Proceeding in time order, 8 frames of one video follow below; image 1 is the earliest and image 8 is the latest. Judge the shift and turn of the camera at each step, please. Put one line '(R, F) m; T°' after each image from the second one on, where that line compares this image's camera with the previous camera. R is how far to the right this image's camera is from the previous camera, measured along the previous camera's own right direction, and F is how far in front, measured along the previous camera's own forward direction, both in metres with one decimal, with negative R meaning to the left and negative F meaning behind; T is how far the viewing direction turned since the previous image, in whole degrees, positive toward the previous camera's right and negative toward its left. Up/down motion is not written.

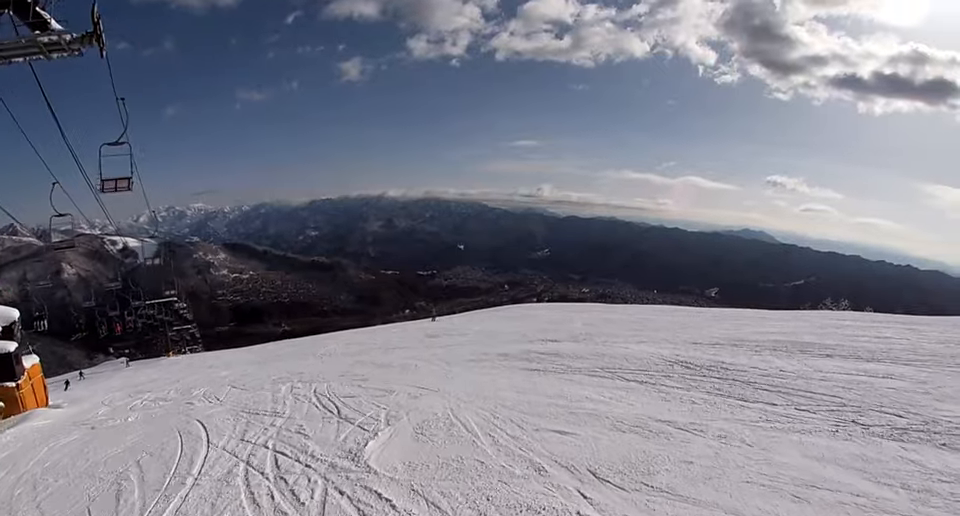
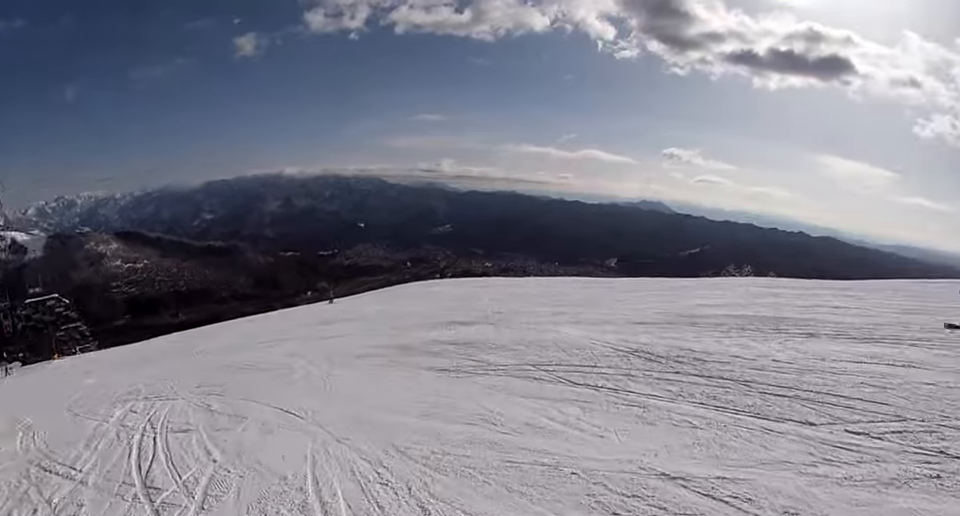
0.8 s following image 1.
(0.0, +3.7) m; -6°
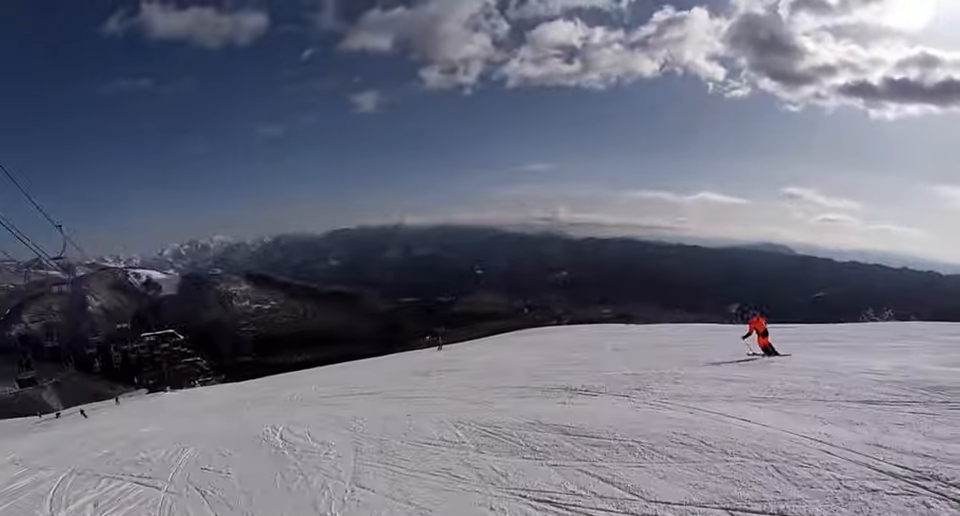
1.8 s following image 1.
(-0.4, +4.7) m; -20°
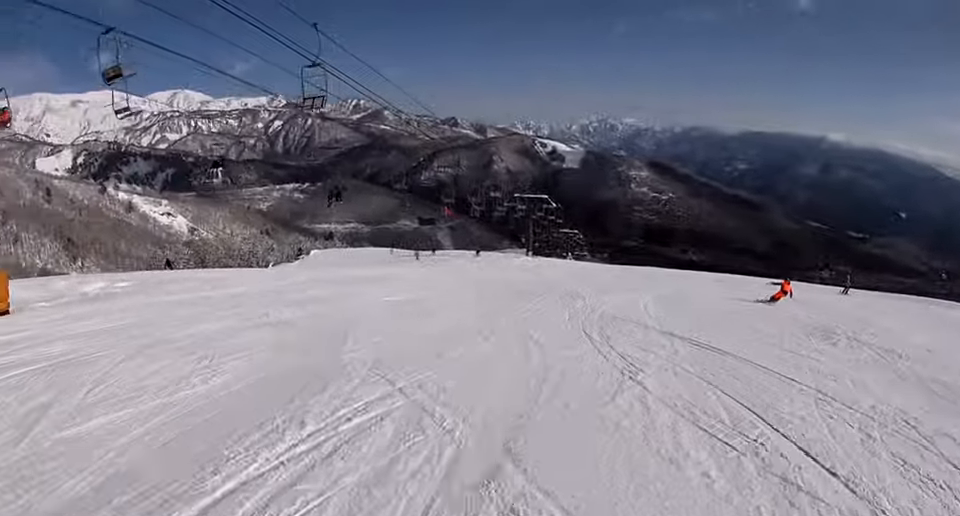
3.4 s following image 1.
(-4.4, +8.9) m; -23°
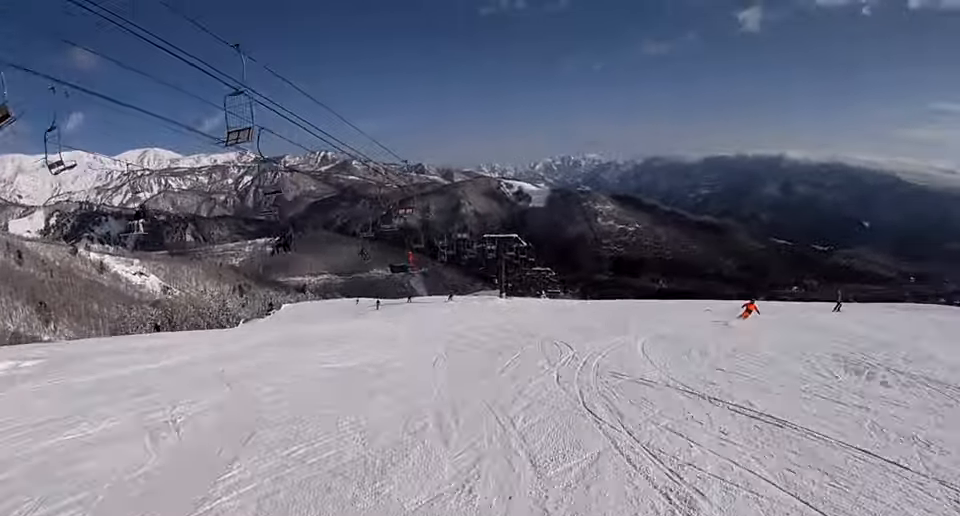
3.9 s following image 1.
(+0.7, +3.3) m; +6°
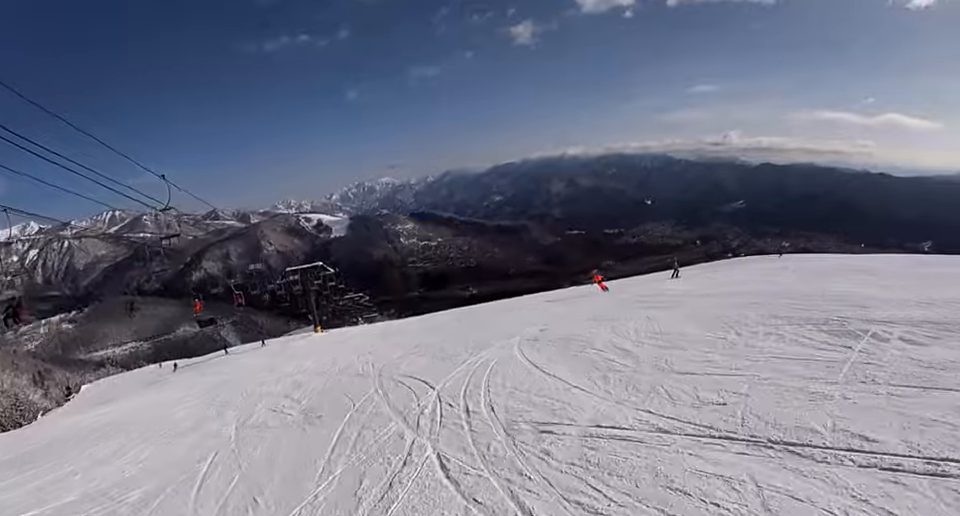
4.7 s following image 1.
(+0.9, +5.3) m; +8°
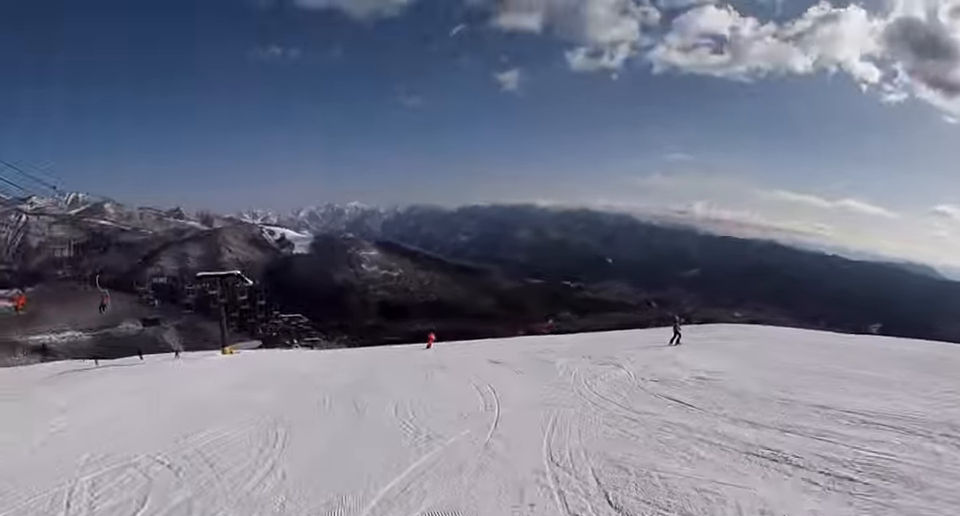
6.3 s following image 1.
(0.0, +11.5) m; +2°
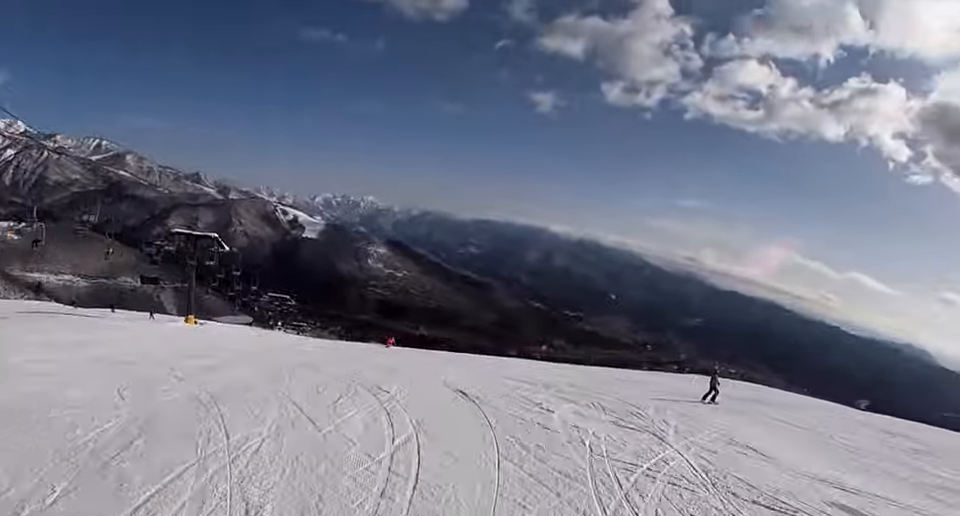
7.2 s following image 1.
(0.0, +5.9) m; -5°
